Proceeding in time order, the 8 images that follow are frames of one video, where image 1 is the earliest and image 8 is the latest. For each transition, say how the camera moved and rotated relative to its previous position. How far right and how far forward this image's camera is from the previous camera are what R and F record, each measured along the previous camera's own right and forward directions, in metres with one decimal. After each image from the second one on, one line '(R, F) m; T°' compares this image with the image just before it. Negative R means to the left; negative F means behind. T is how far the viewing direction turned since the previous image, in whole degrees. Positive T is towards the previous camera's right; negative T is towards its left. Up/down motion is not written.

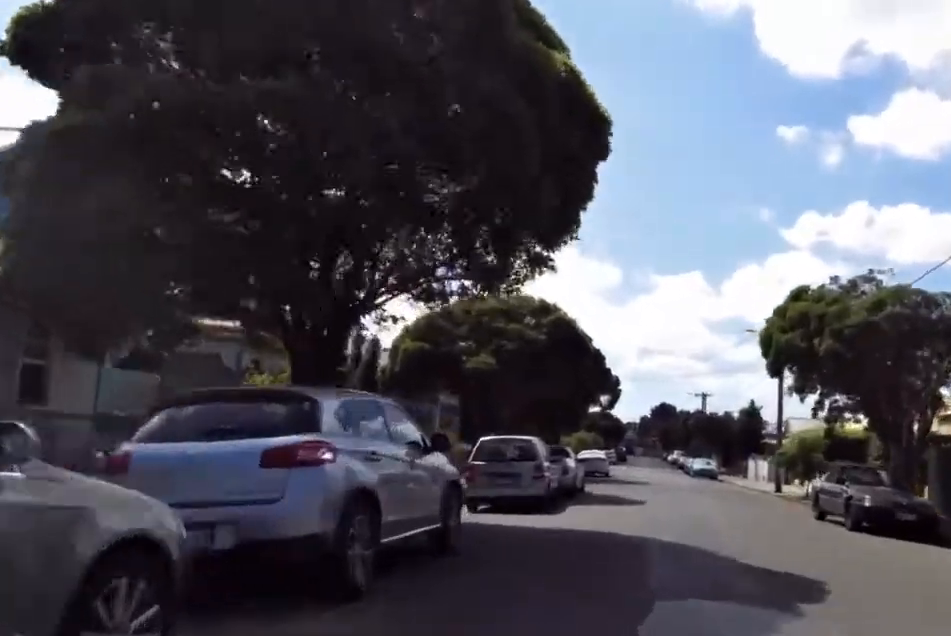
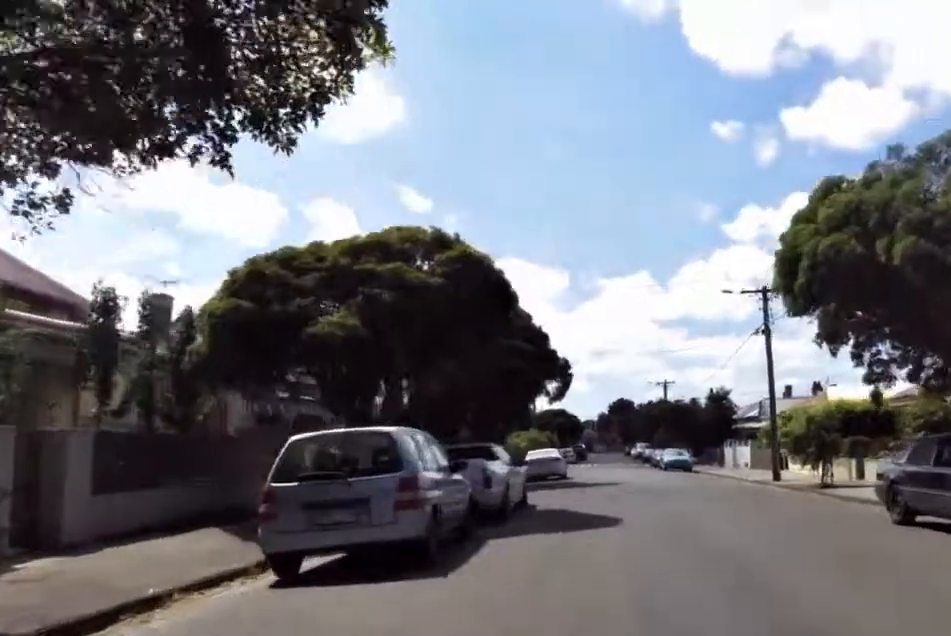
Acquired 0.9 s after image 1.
(0.0, +7.2) m; +6°
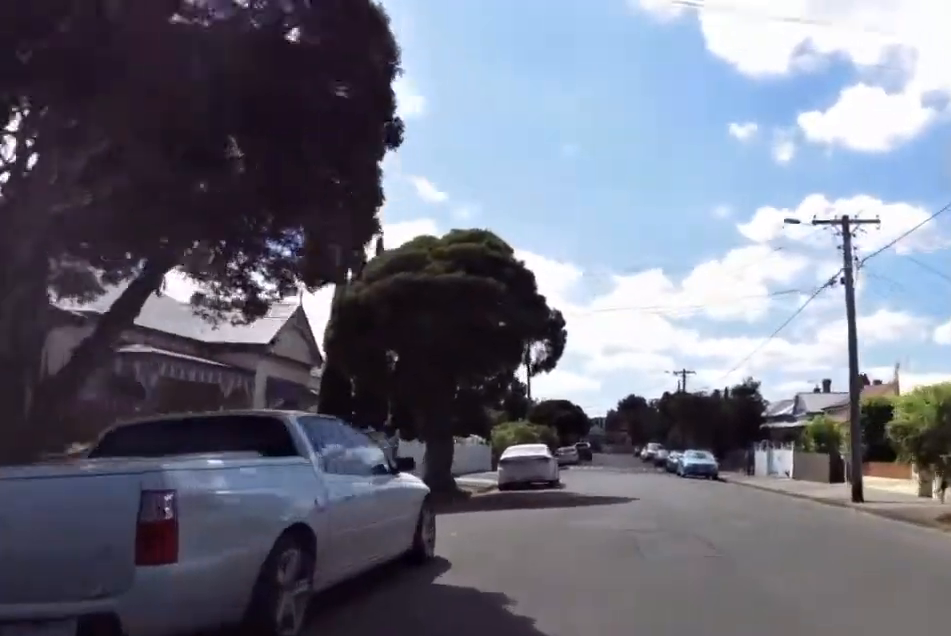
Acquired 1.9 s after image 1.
(+1.0, +8.4) m; +8°
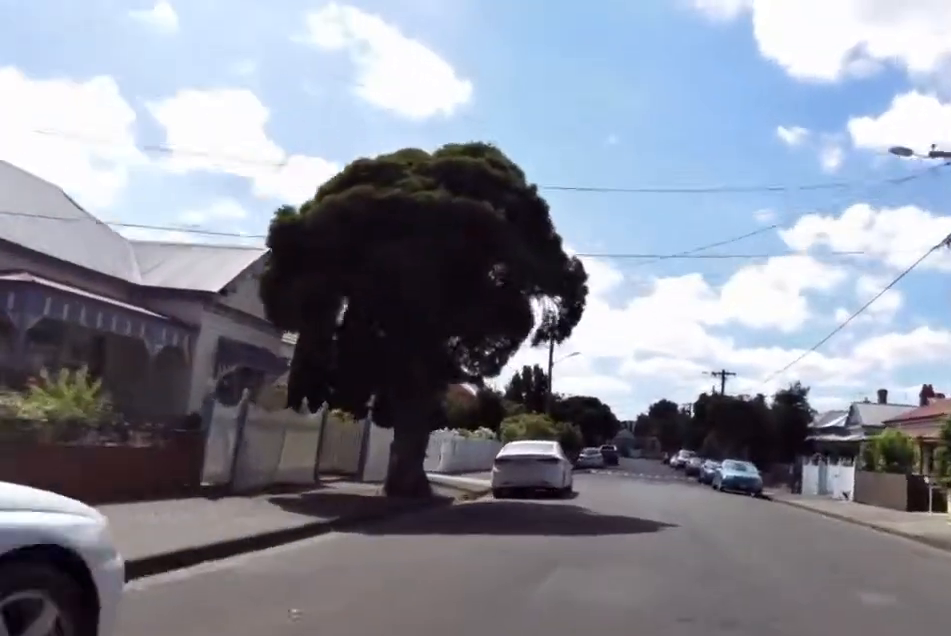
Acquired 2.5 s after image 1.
(+0.2, +5.3) m; +1°
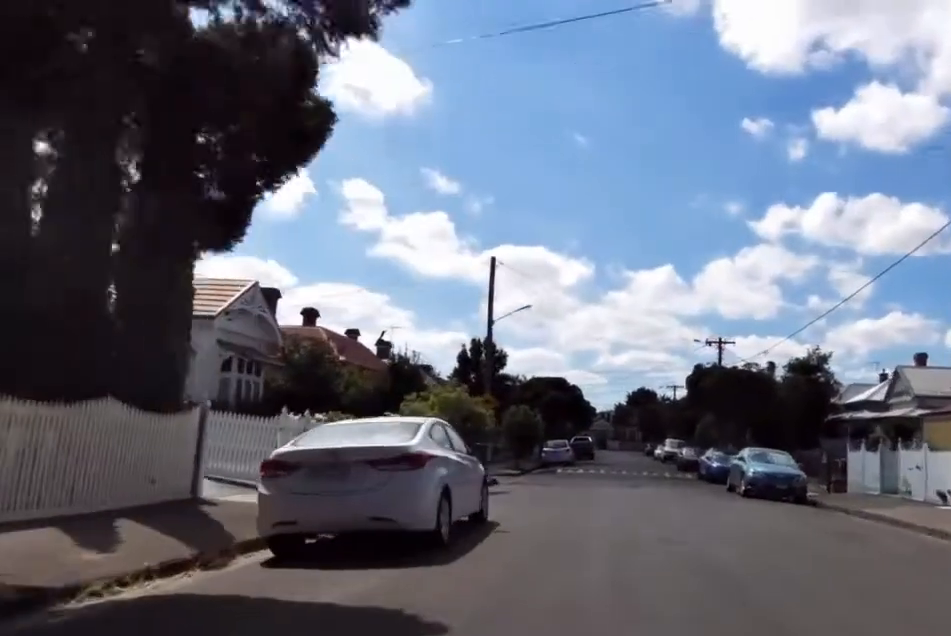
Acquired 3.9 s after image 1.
(-0.3, +11.5) m; -6°
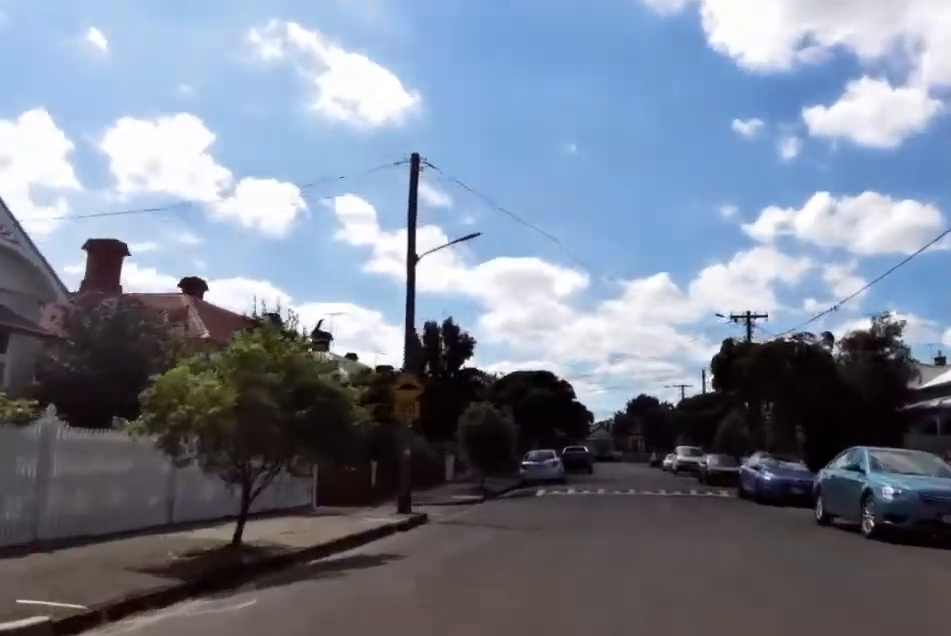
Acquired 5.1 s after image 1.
(-1.0, +10.7) m; -9°
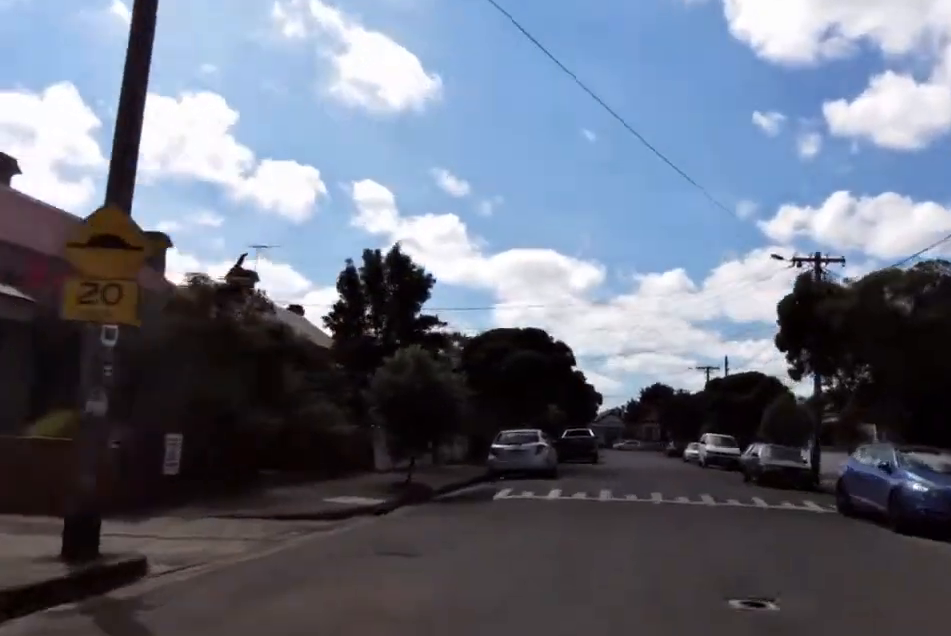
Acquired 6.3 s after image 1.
(-0.1, +10.0) m; 0°
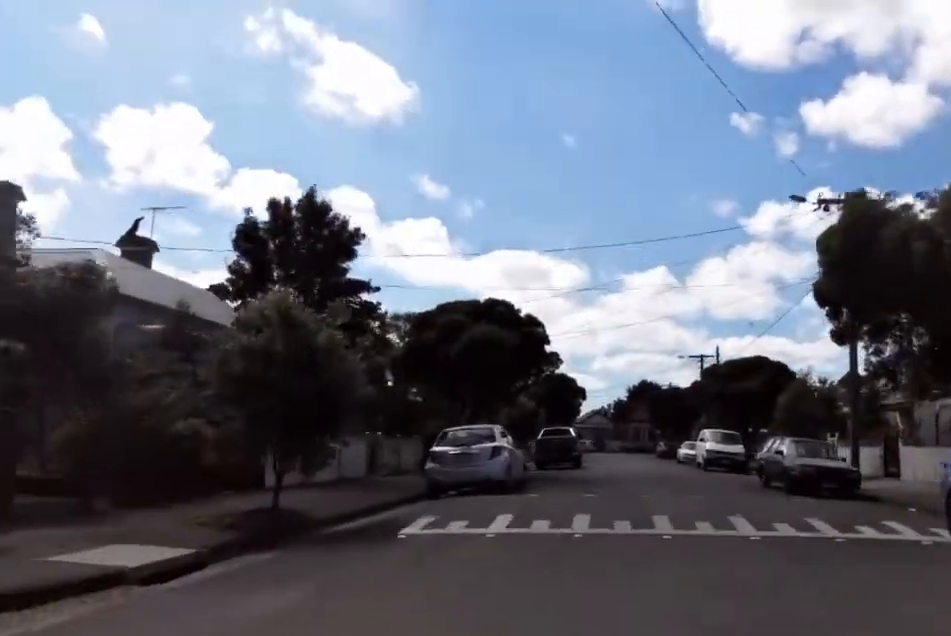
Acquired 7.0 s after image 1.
(-0.1, +5.4) m; +3°
